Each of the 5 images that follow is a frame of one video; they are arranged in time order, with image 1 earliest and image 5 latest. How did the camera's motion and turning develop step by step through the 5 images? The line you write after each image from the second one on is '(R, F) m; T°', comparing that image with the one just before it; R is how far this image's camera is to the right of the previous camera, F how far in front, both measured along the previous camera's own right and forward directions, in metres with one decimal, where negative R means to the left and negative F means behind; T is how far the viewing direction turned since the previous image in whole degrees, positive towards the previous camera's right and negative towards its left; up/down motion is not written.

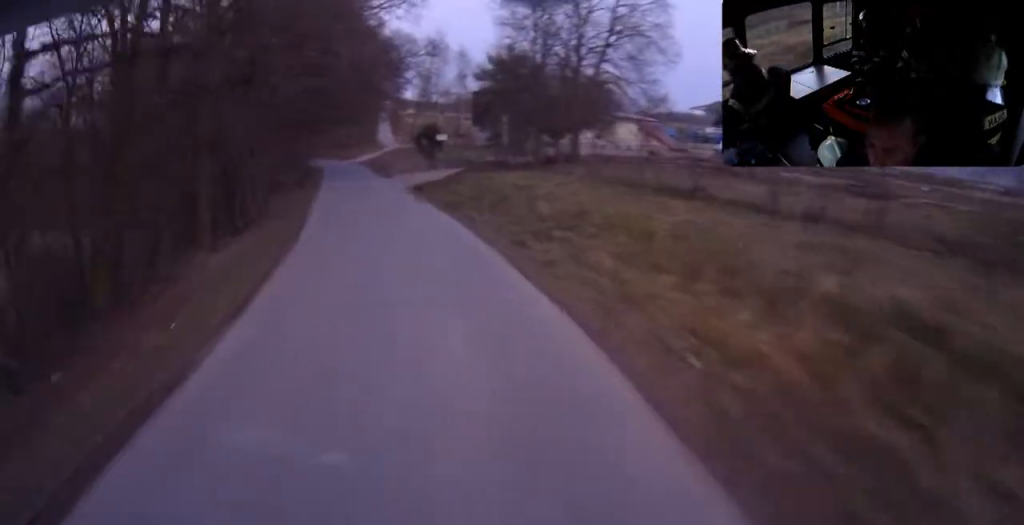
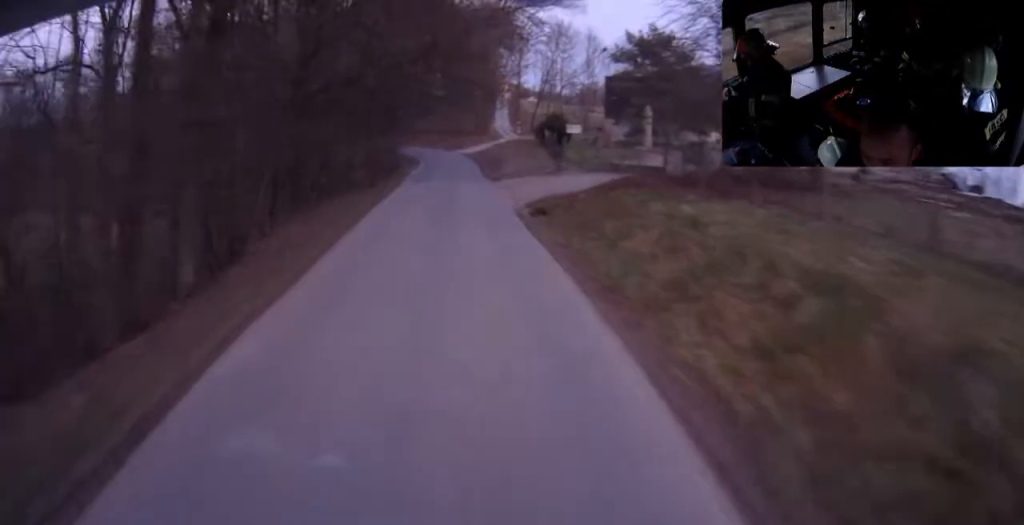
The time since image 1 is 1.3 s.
(+0.2, +18.5) m; -2°
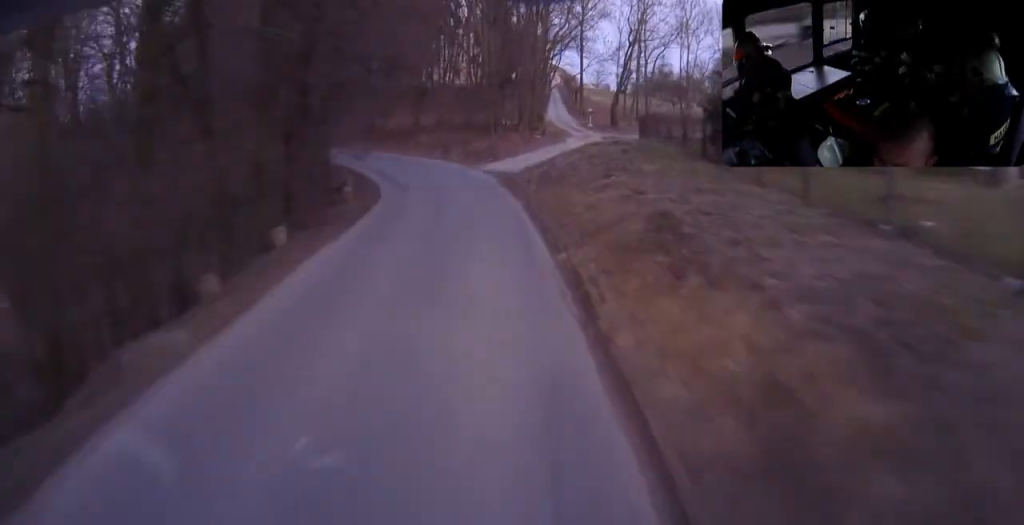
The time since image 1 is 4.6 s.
(-4.5, +47.8) m; -8°
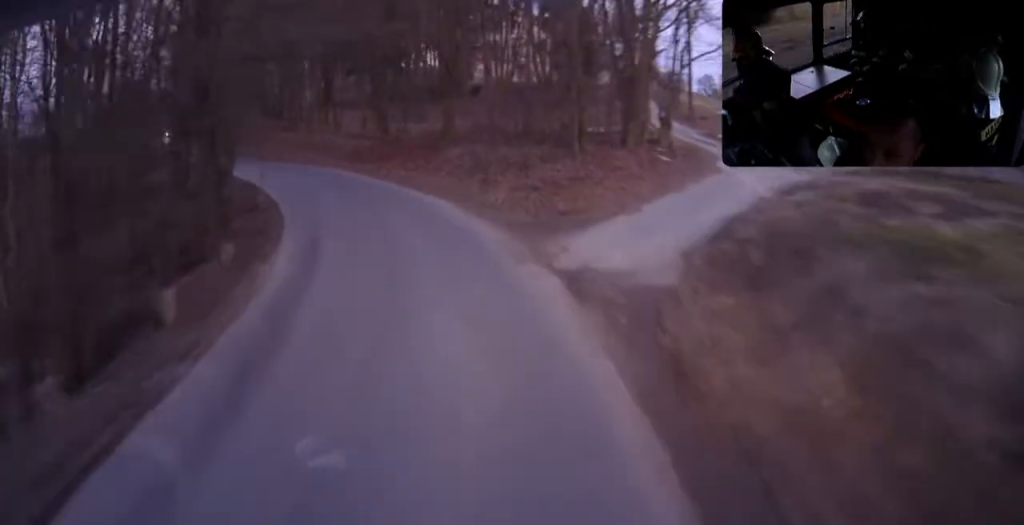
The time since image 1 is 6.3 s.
(+1.1, +26.6) m; -1°
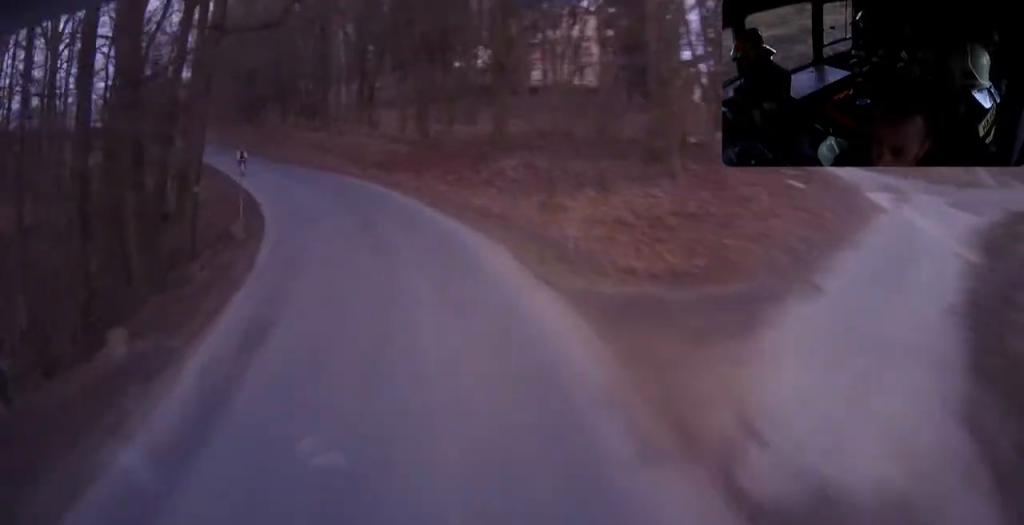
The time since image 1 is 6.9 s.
(+1.1, +9.1) m; -8°
